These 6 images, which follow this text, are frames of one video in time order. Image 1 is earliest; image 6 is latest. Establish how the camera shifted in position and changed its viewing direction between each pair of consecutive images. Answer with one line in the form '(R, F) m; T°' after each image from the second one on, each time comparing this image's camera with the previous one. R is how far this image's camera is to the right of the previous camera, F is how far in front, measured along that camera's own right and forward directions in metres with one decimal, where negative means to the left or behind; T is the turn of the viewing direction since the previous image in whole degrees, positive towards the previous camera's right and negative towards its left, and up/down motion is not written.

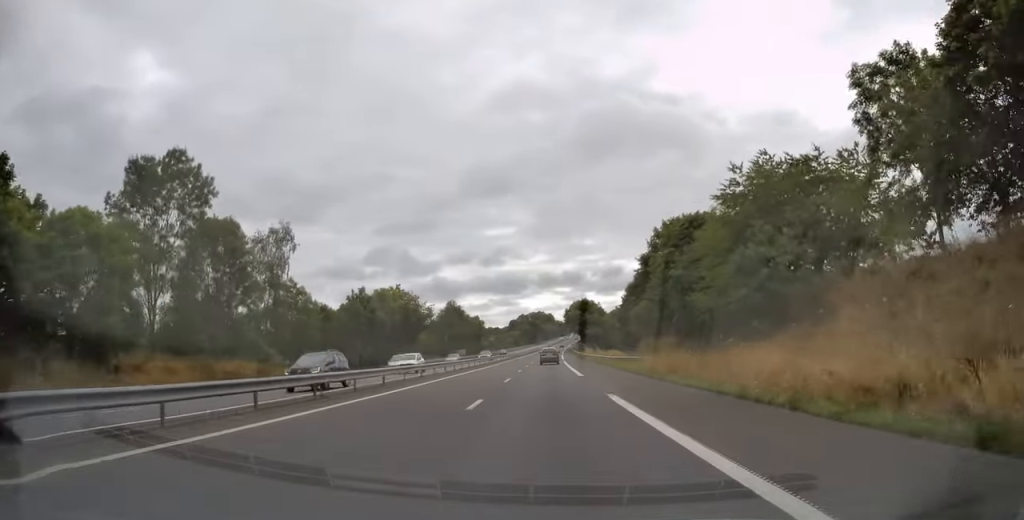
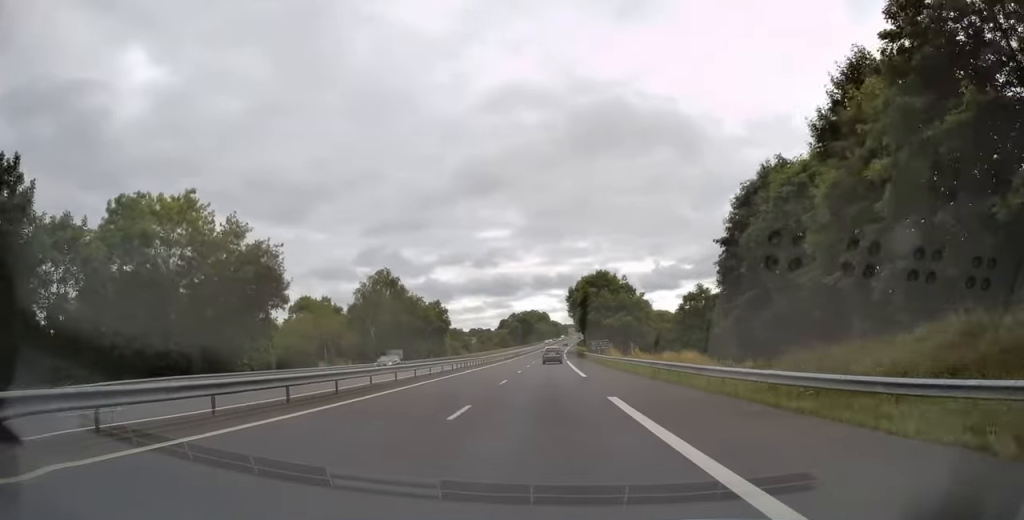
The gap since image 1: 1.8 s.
(+0.6, +53.6) m; +1°
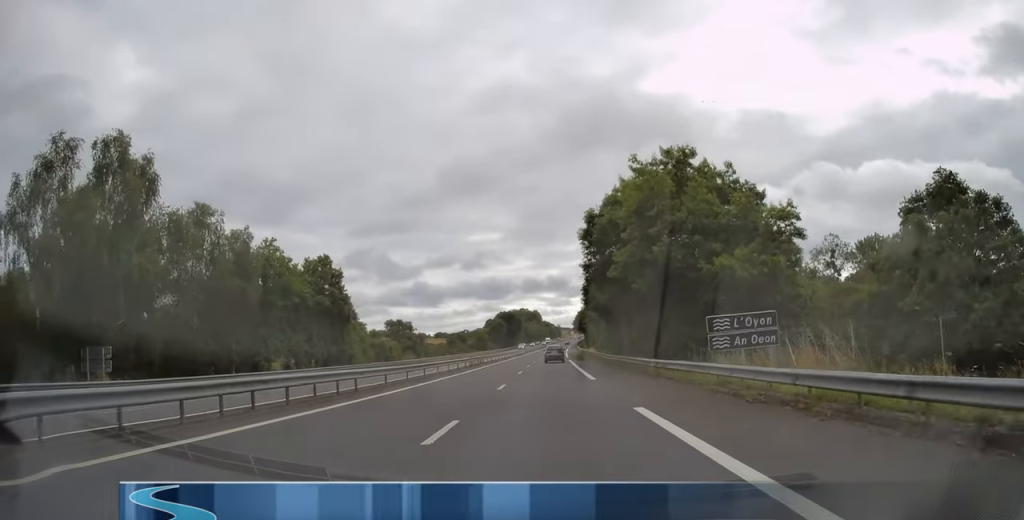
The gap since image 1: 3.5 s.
(0.0, +54.7) m; 0°
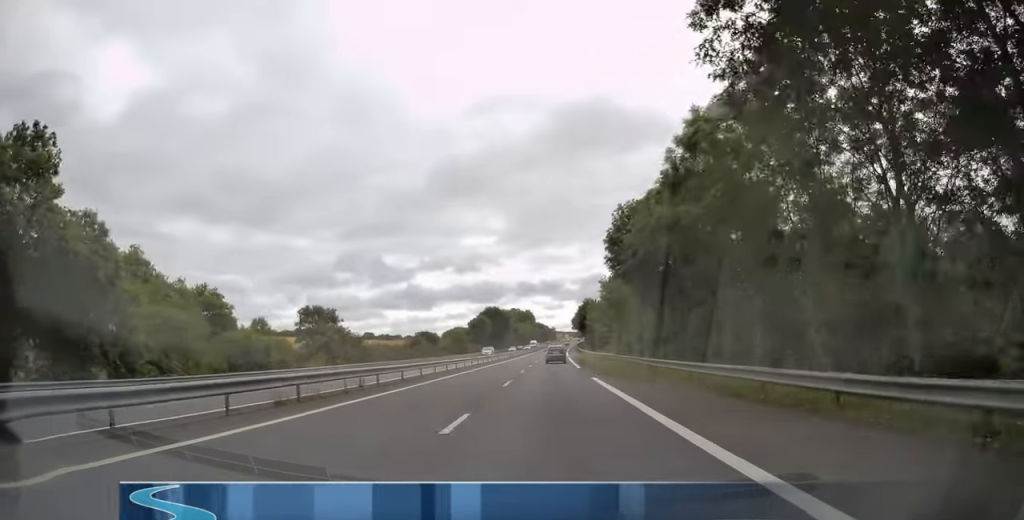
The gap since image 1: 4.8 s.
(0.0, +37.2) m; 0°
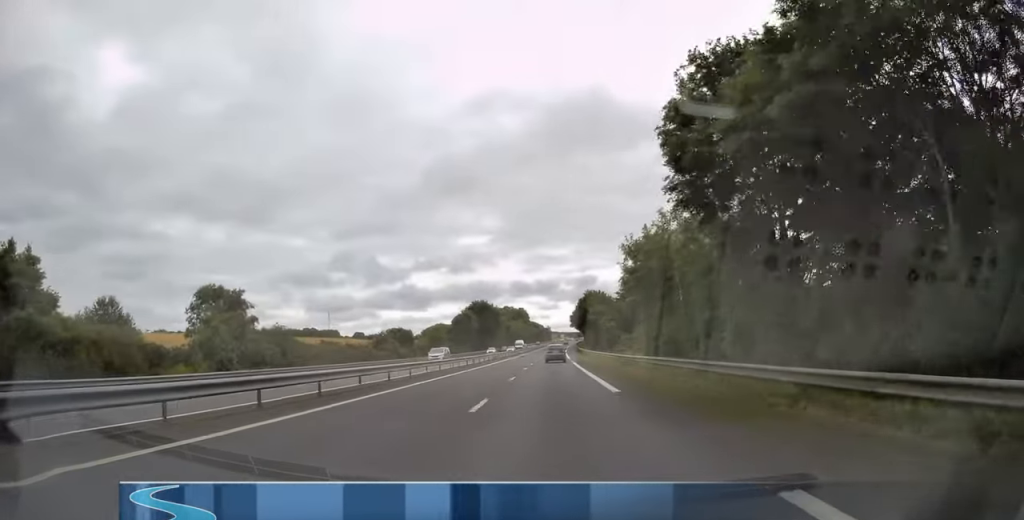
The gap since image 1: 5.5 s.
(0.0, +22.5) m; 0°
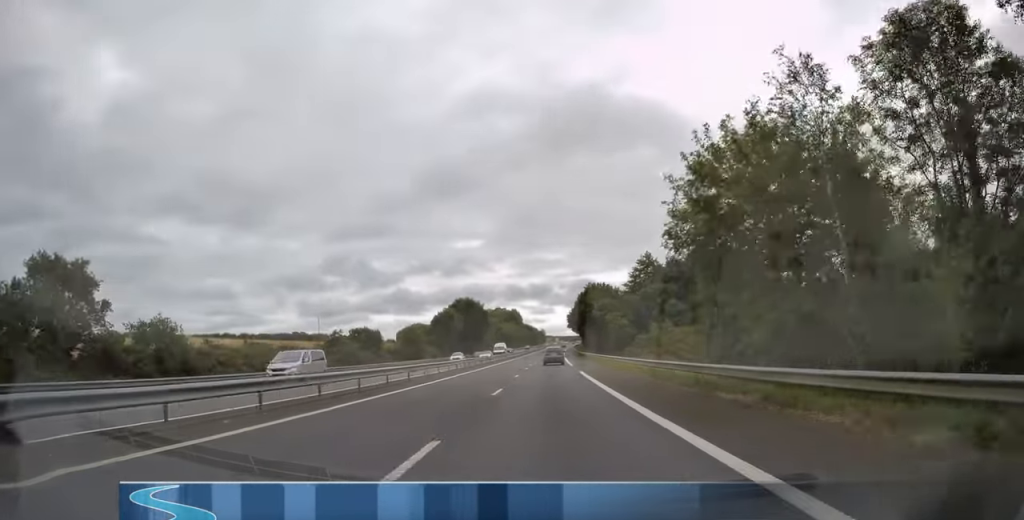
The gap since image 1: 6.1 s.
(0.0, +19.8) m; 0°
